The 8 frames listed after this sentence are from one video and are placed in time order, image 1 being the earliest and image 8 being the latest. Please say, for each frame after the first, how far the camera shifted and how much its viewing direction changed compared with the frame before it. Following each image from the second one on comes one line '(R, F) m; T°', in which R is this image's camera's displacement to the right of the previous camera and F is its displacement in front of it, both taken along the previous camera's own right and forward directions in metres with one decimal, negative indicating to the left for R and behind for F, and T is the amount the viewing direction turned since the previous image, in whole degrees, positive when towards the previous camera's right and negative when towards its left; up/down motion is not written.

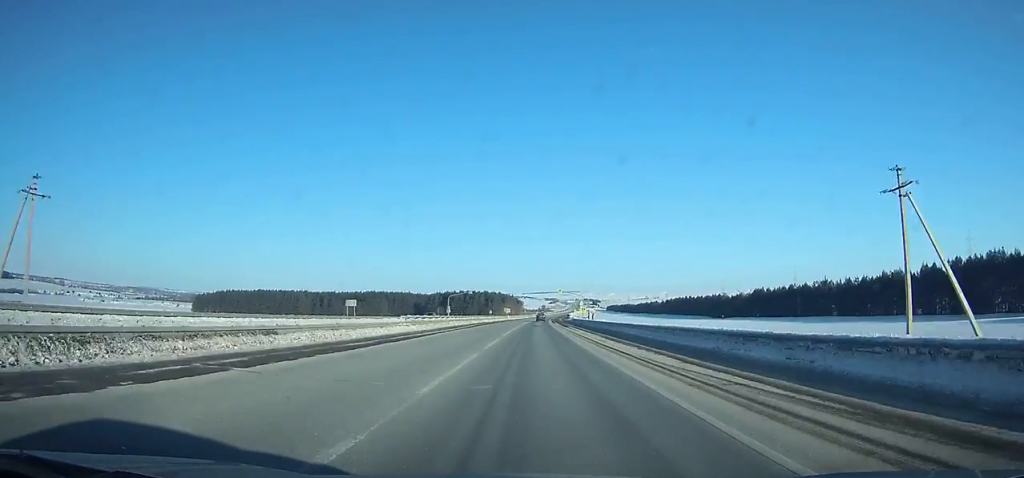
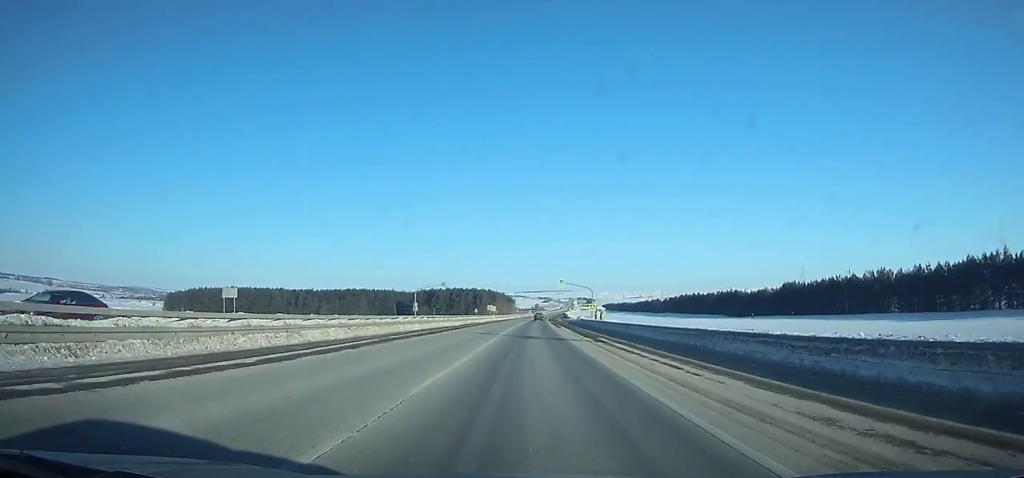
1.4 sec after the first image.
(+0.3, +36.1) m; +1°
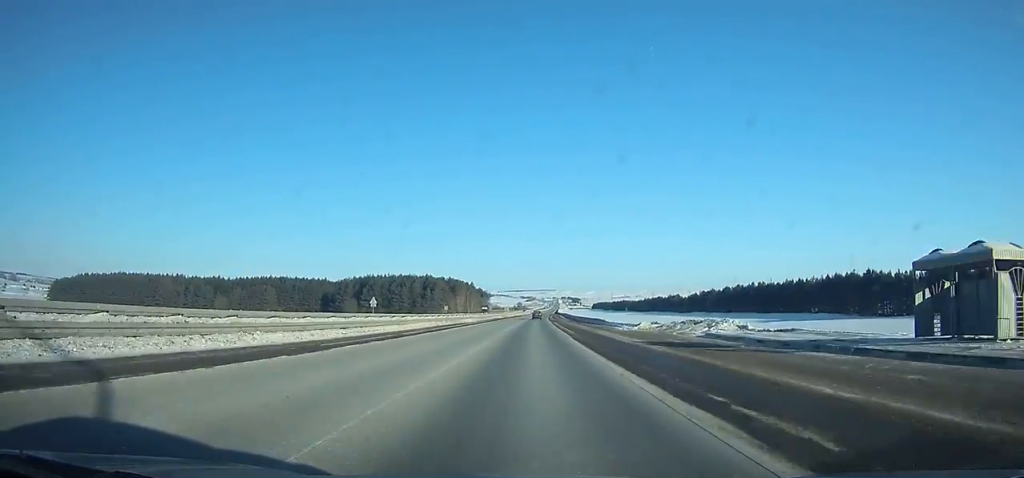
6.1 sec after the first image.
(+1.7, +121.7) m; +2°
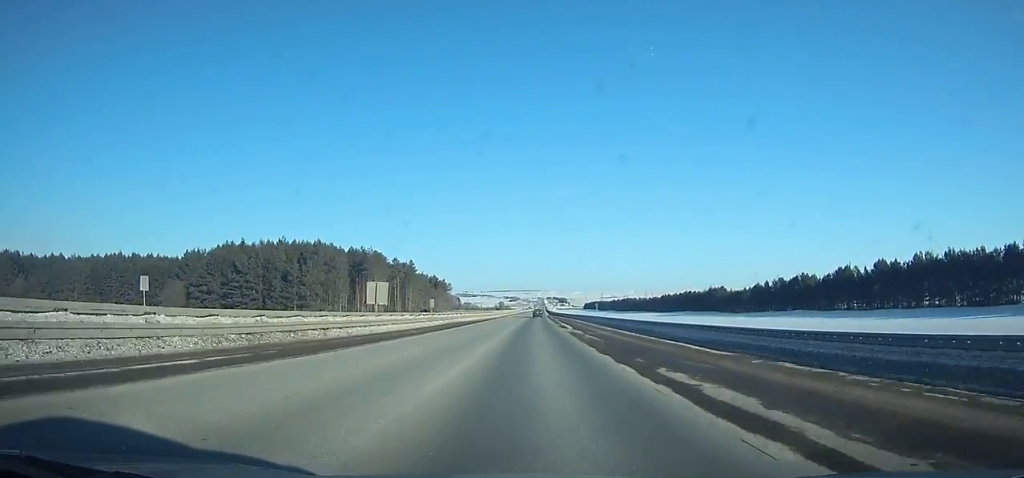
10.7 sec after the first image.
(+2.0, +120.1) m; +2°
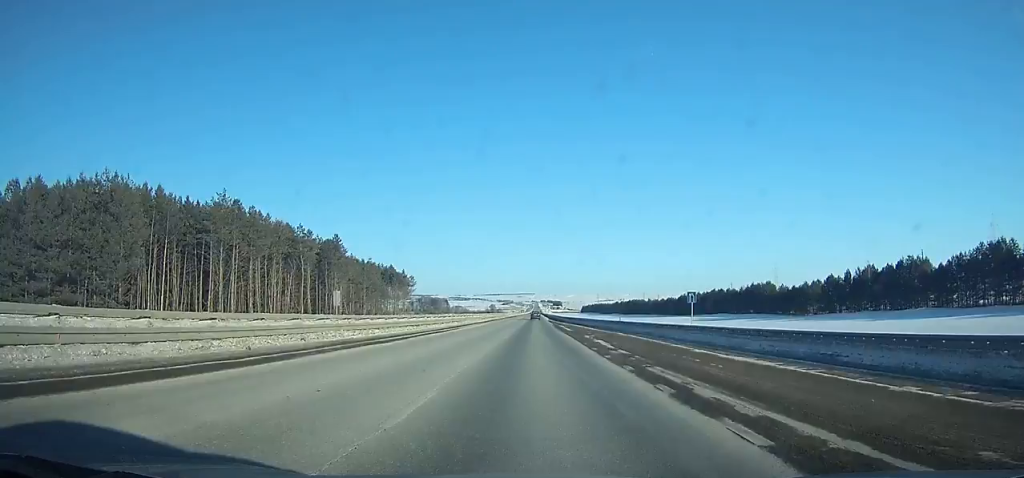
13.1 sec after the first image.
(+0.5, +62.8) m; +1°
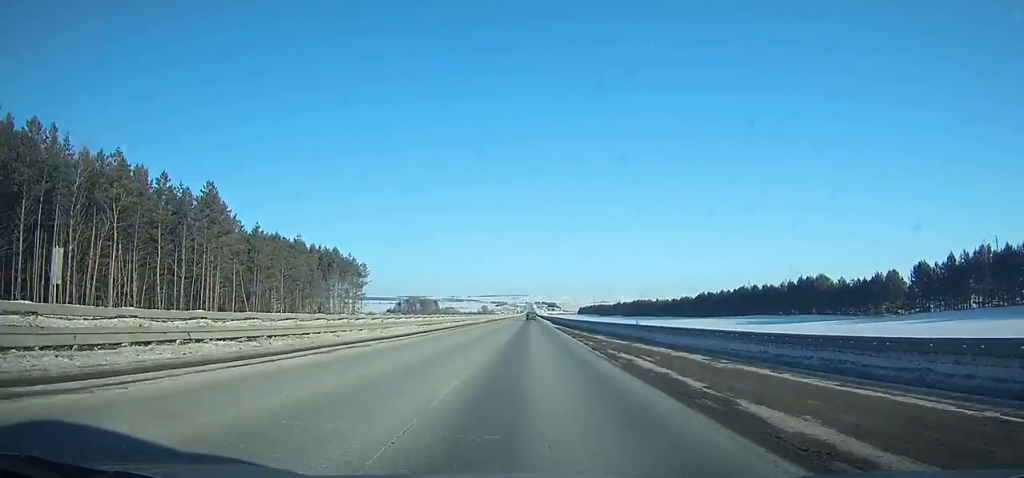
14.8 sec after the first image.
(+0.2, +44.4) m; +1°
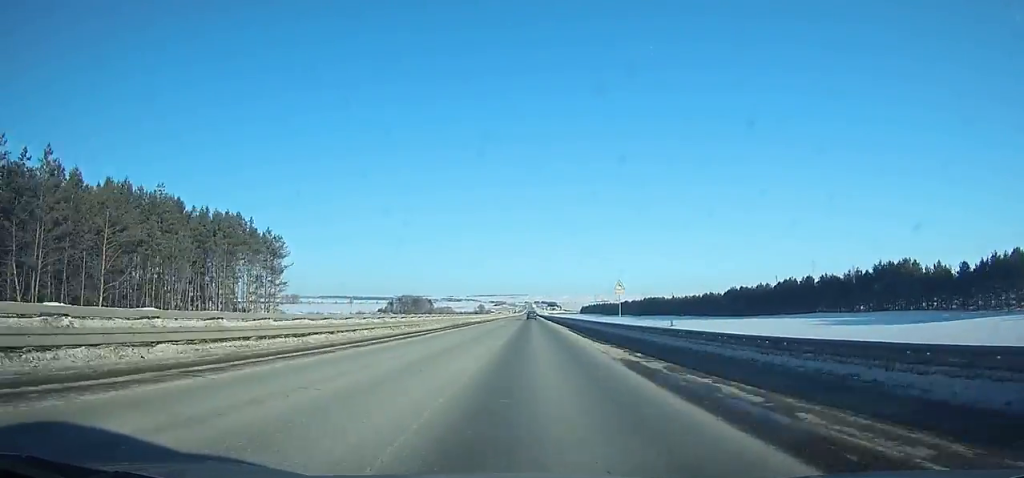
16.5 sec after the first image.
(+0.2, +44.5) m; 0°
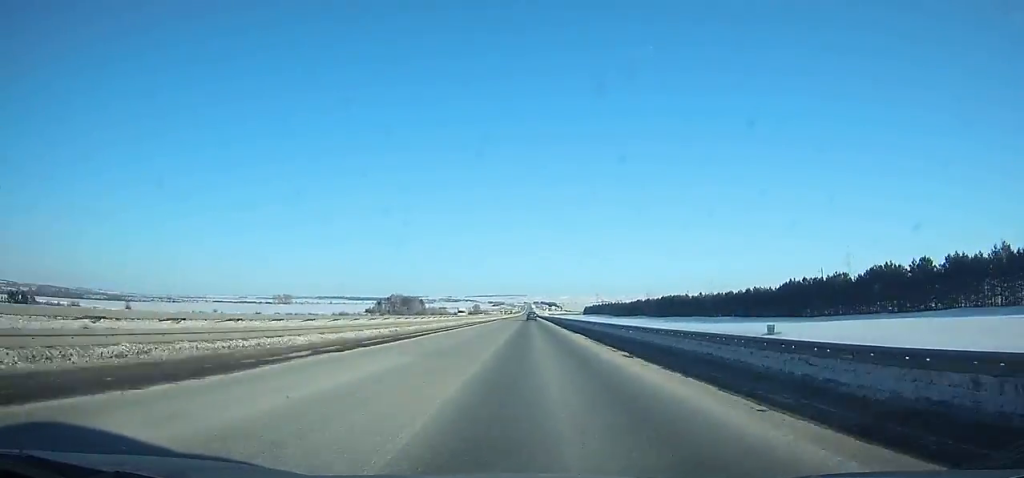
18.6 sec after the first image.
(+0.1, +54.9) m; 0°
